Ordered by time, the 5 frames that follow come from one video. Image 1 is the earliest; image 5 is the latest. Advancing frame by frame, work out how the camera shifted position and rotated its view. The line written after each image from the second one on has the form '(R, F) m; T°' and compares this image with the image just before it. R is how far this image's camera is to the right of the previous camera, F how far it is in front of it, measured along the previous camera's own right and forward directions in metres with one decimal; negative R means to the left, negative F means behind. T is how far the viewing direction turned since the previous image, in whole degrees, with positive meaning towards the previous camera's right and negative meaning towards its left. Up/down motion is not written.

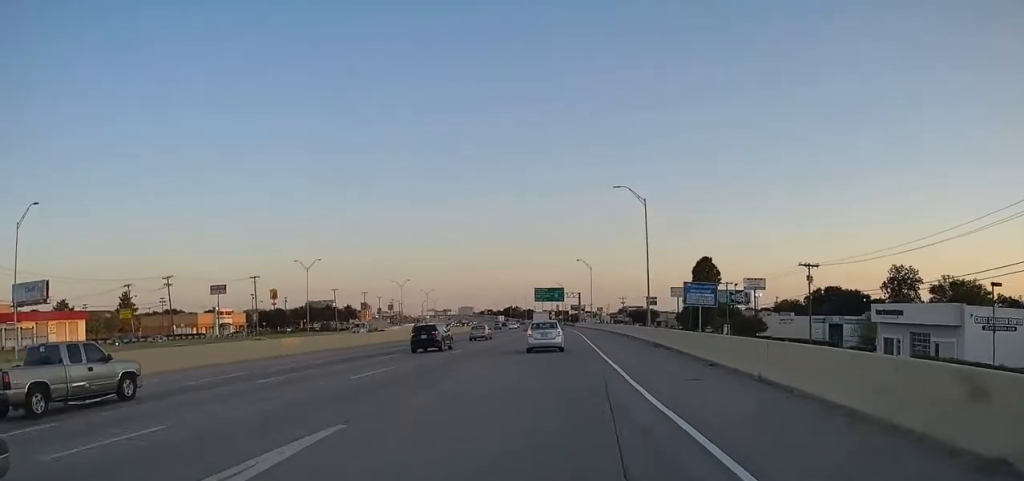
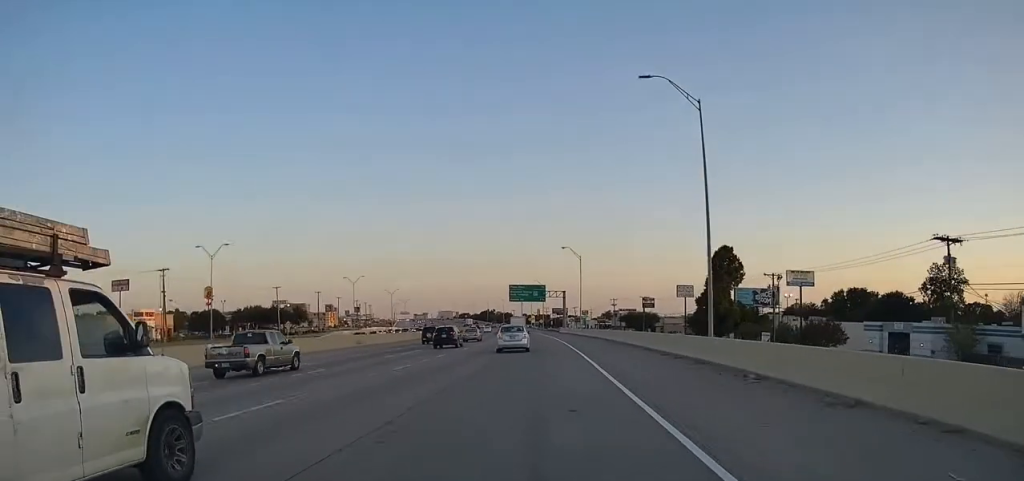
(0.0, +33.8) m; 0°
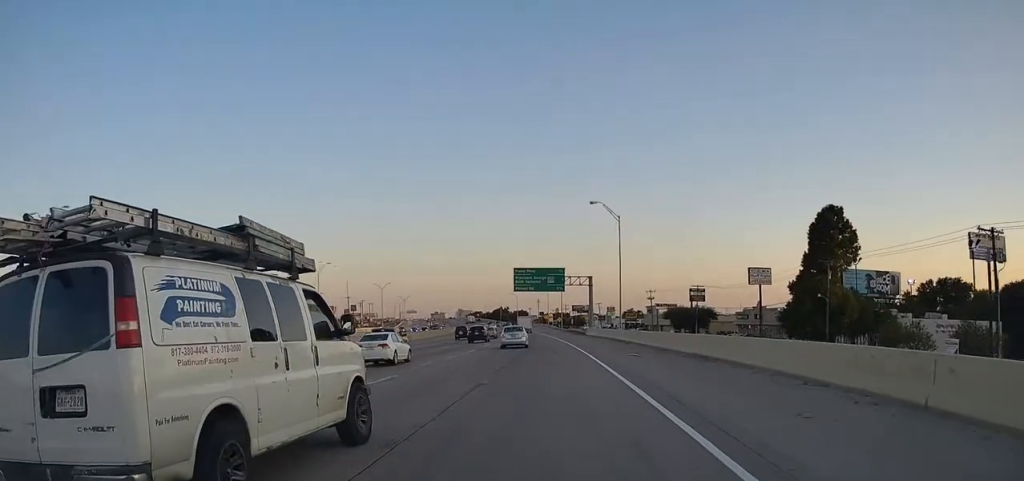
(+1.3, +41.7) m; 0°
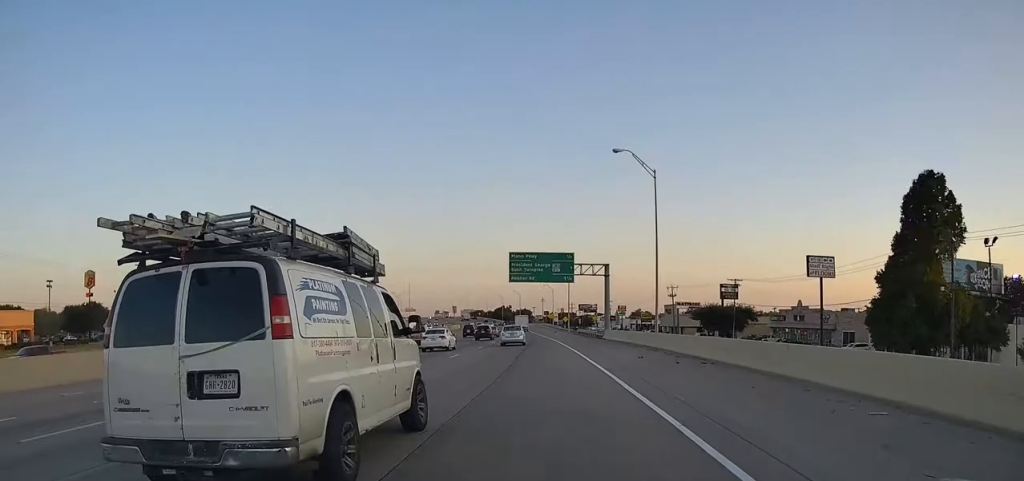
(-1.1, +22.0) m; -2°
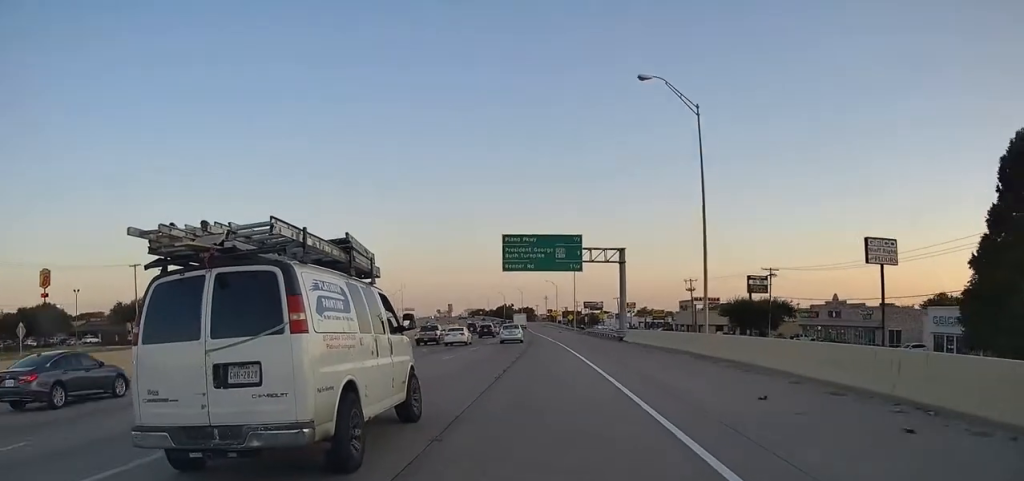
(+0.3, +15.5) m; +1°
